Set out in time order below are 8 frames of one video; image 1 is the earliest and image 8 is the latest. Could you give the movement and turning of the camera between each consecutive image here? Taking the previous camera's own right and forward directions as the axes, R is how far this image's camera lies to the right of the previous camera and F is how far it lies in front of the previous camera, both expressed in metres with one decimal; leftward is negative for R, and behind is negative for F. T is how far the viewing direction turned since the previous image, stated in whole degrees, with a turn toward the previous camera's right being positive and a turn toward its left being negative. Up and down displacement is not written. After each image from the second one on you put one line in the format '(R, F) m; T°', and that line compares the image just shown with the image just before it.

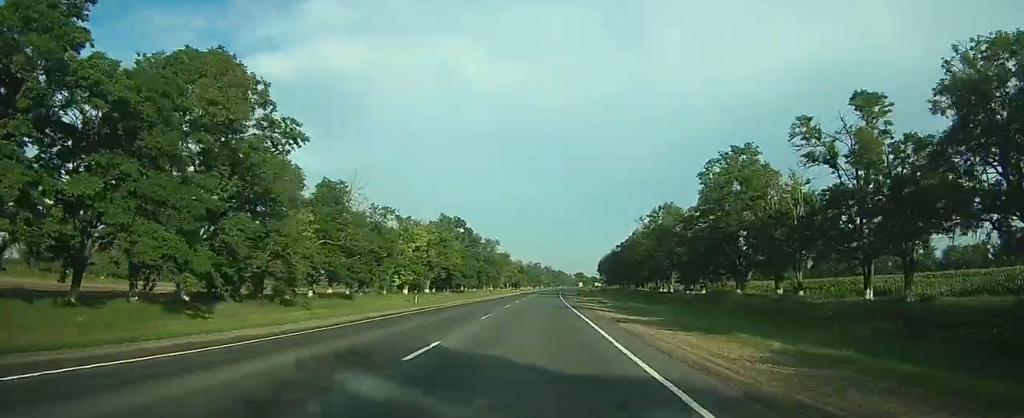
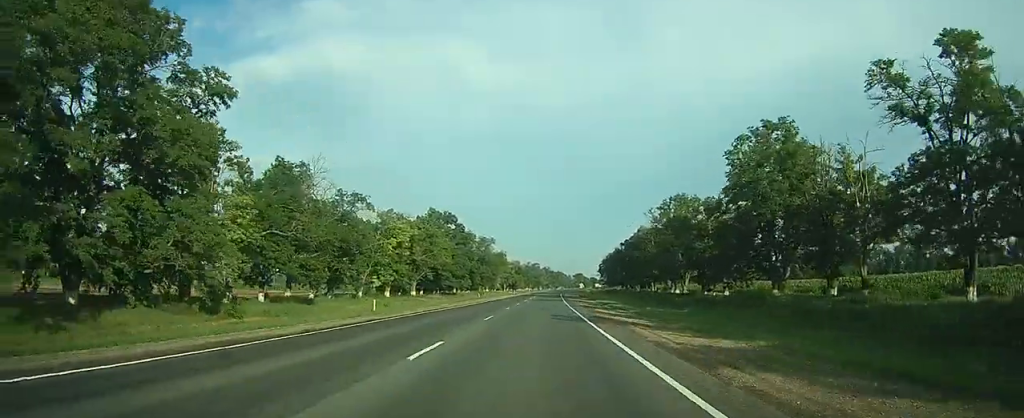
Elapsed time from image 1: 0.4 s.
(0.0, +11.6) m; 0°
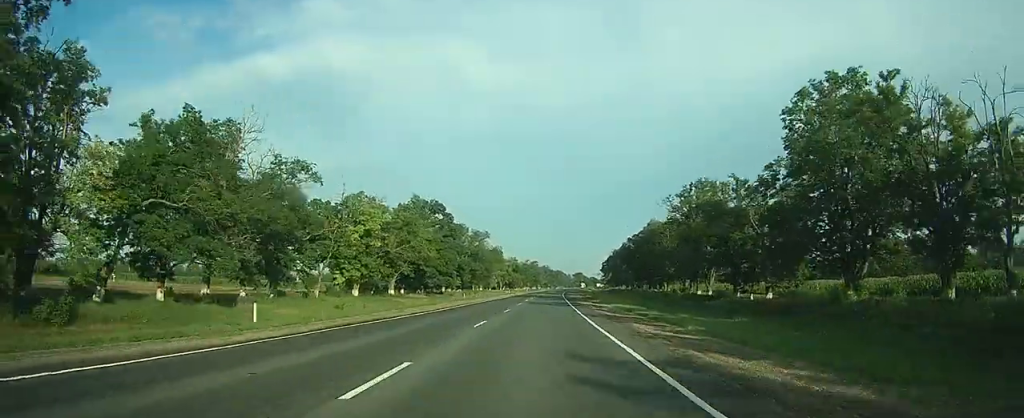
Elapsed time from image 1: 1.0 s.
(0.0, +15.2) m; 0°
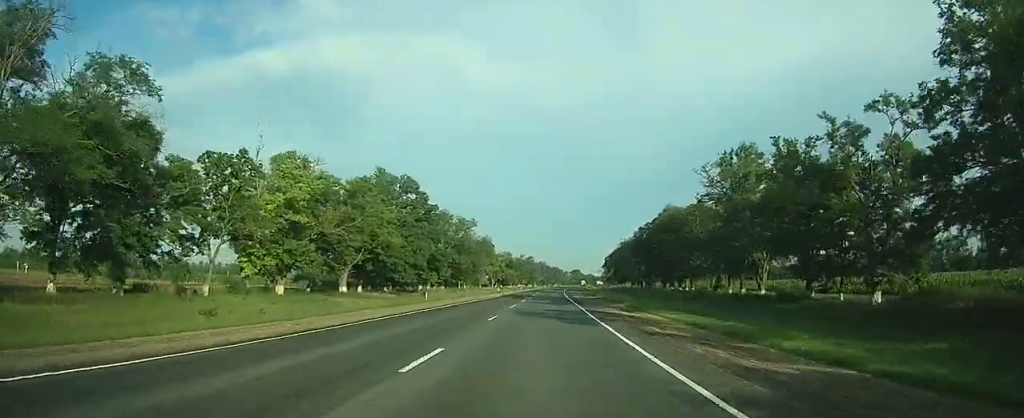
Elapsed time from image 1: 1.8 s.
(0.0, +21.6) m; 0°
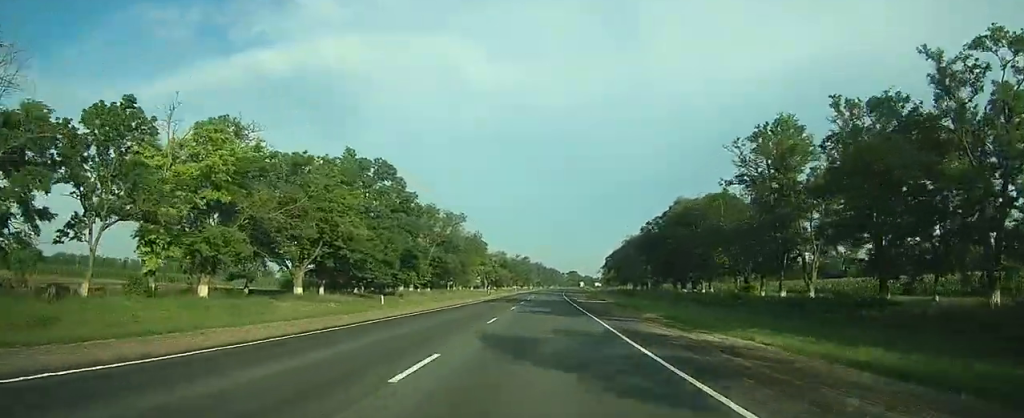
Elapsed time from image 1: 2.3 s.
(0.0, +12.7) m; +1°
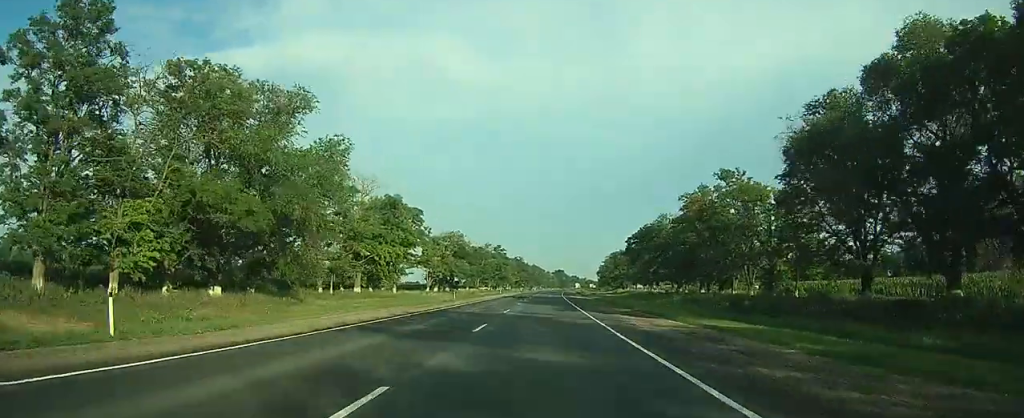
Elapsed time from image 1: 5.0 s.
(+2.1, +74.1) m; +2°
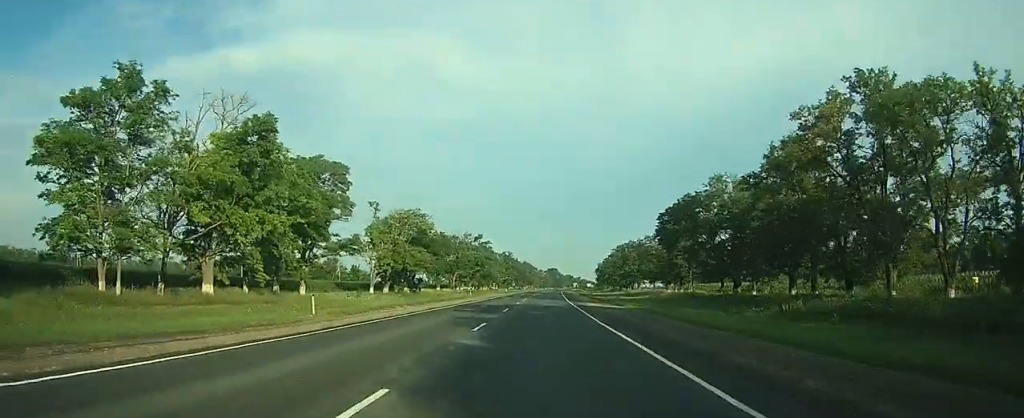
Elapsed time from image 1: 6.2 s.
(0.0, +35.3) m; 0°
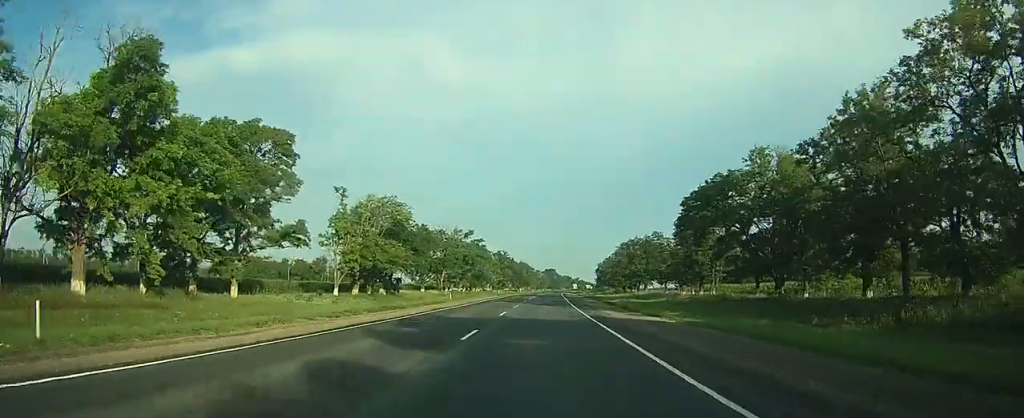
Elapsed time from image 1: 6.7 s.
(0.0, +14.0) m; 0°
